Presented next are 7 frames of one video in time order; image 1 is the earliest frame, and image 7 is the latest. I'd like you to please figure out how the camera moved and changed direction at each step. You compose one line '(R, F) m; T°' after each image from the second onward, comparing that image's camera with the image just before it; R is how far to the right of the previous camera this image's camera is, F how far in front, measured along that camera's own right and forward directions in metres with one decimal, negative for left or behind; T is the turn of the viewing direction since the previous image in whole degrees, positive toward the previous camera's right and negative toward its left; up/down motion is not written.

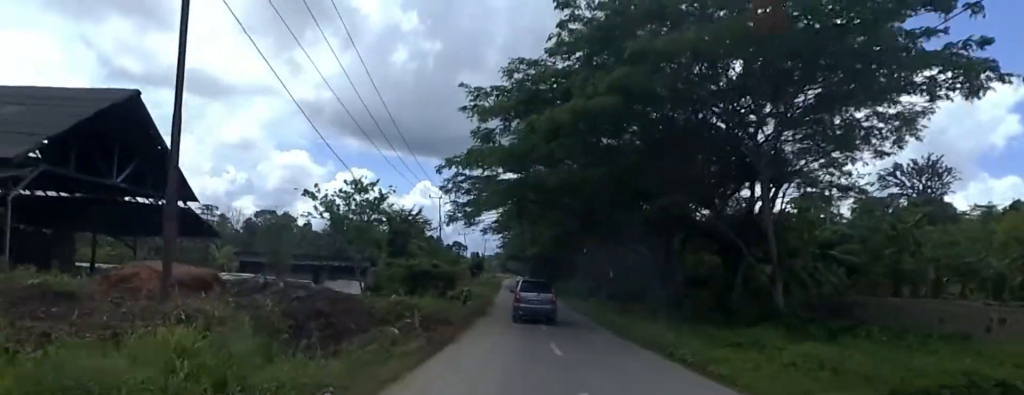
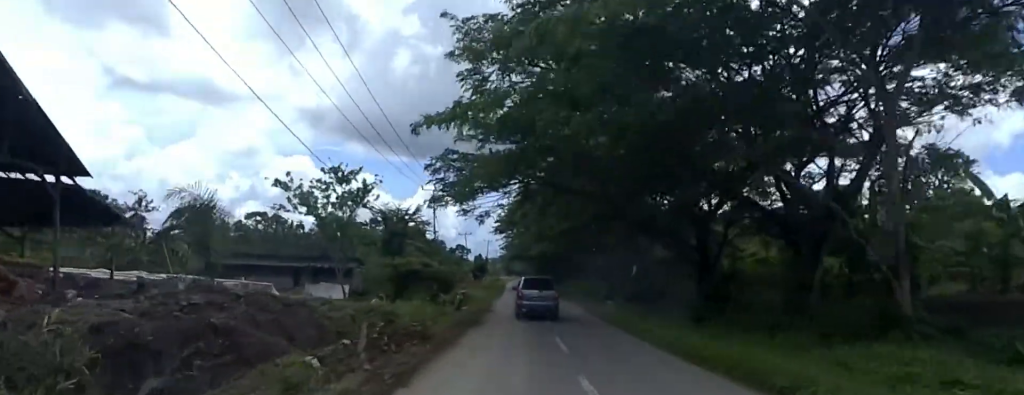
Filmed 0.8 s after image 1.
(0.0, +6.3) m; 0°
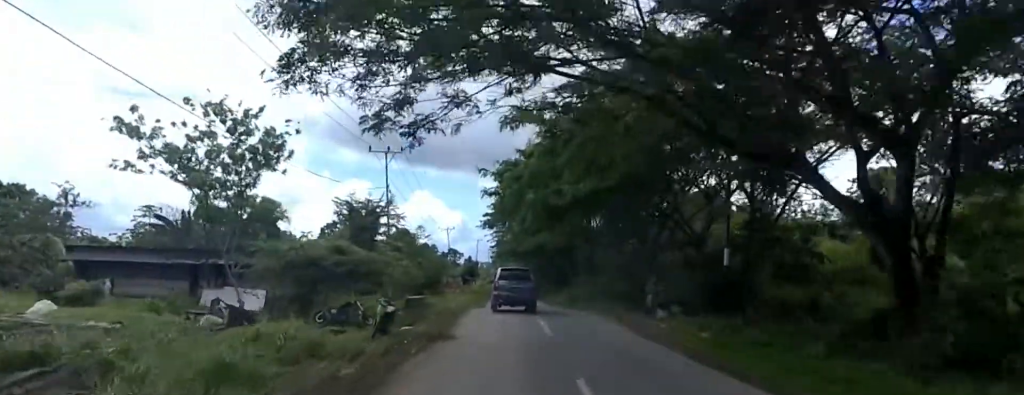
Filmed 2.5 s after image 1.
(-0.7, +15.0) m; -7°
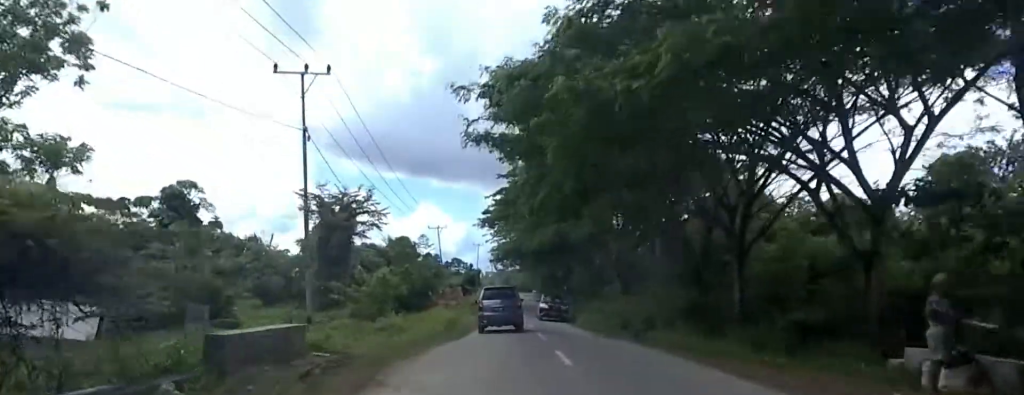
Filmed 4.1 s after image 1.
(-0.5, +14.5) m; +3°
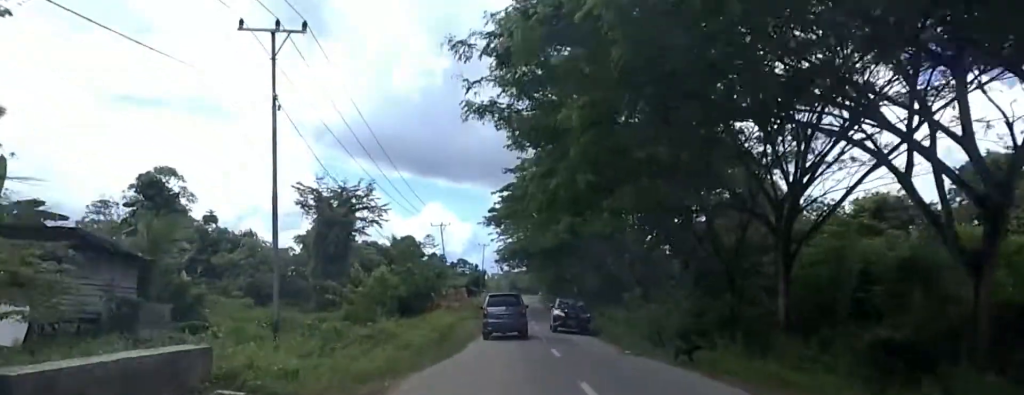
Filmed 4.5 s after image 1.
(+0.3, +3.6) m; +2°
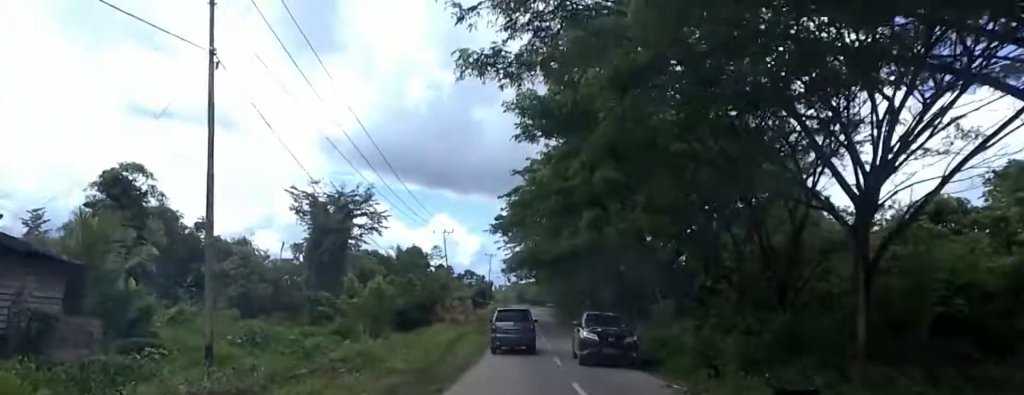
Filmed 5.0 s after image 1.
(+0.2, +4.5) m; +2°
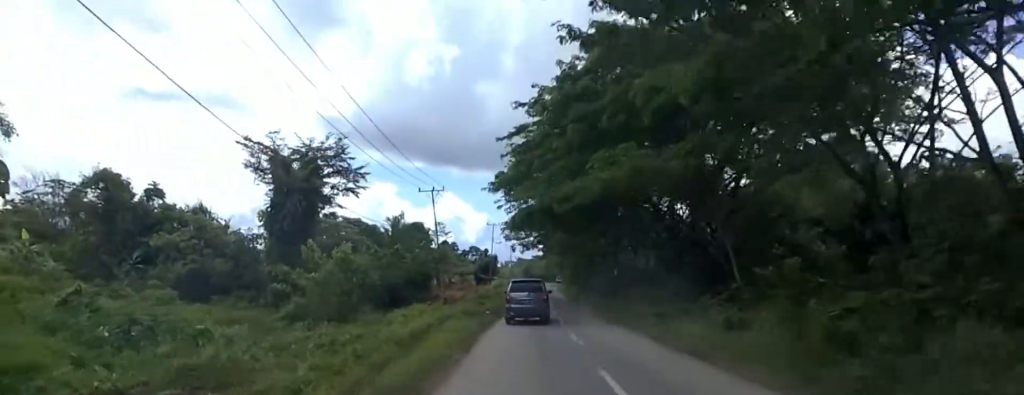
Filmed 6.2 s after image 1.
(0.0, +10.7) m; 0°
